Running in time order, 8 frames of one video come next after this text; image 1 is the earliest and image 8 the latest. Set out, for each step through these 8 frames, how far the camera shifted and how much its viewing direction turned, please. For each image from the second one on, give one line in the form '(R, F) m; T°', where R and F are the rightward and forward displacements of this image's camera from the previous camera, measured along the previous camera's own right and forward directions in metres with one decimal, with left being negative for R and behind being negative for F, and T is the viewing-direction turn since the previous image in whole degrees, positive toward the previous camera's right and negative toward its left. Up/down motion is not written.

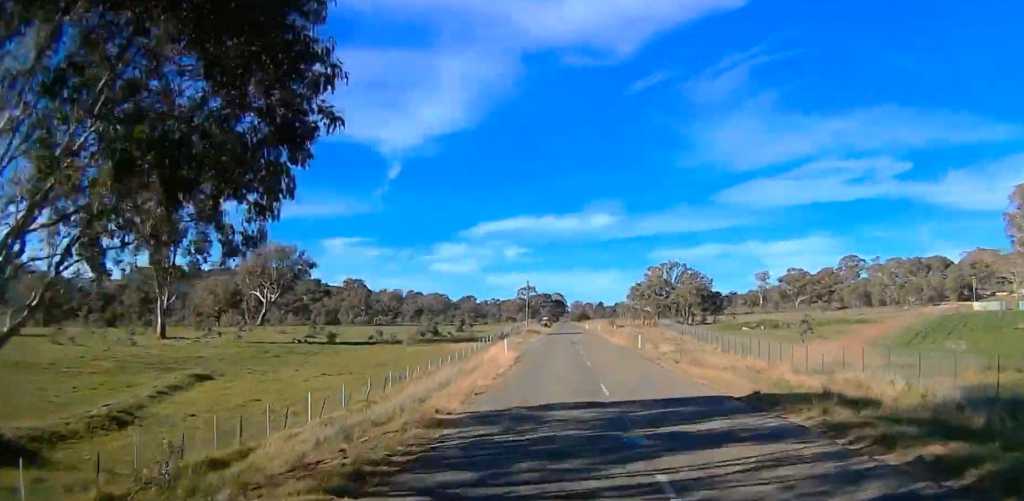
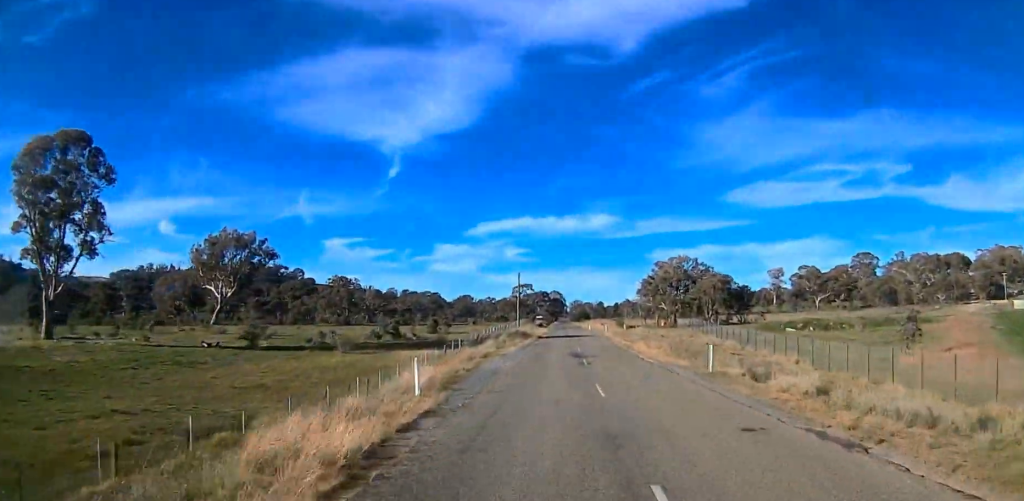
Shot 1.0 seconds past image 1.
(0.0, +25.3) m; 0°
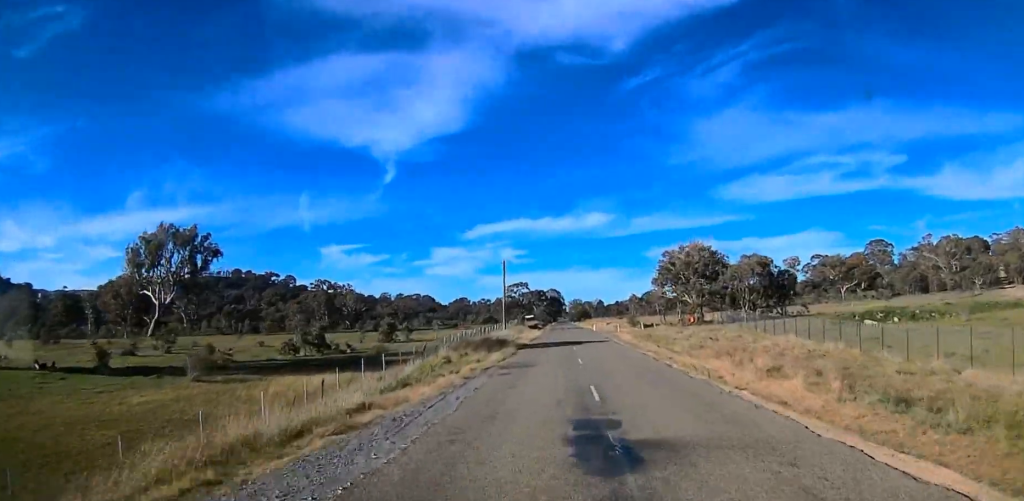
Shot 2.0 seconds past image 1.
(-0.1, +25.5) m; 0°
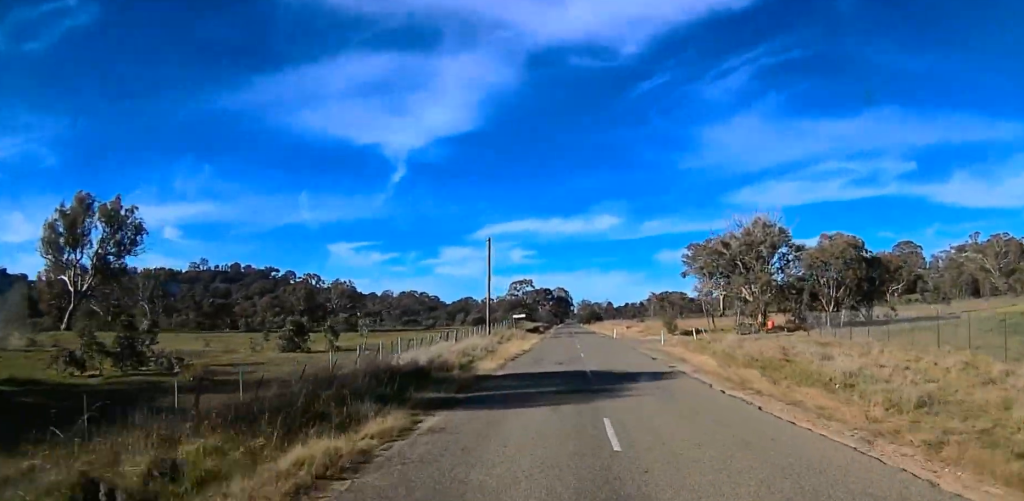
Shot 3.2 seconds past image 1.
(0.0, +28.7) m; 0°
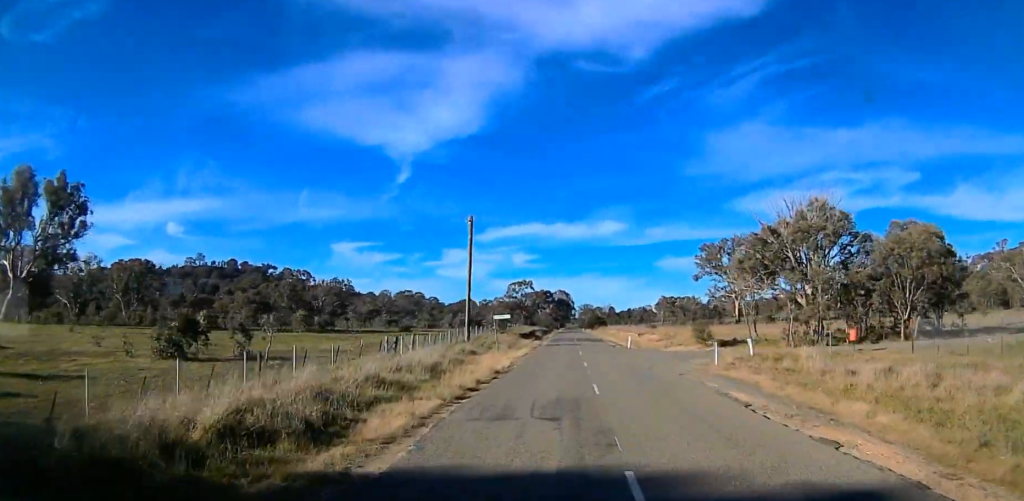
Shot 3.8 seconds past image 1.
(+0.1, +15.7) m; 0°
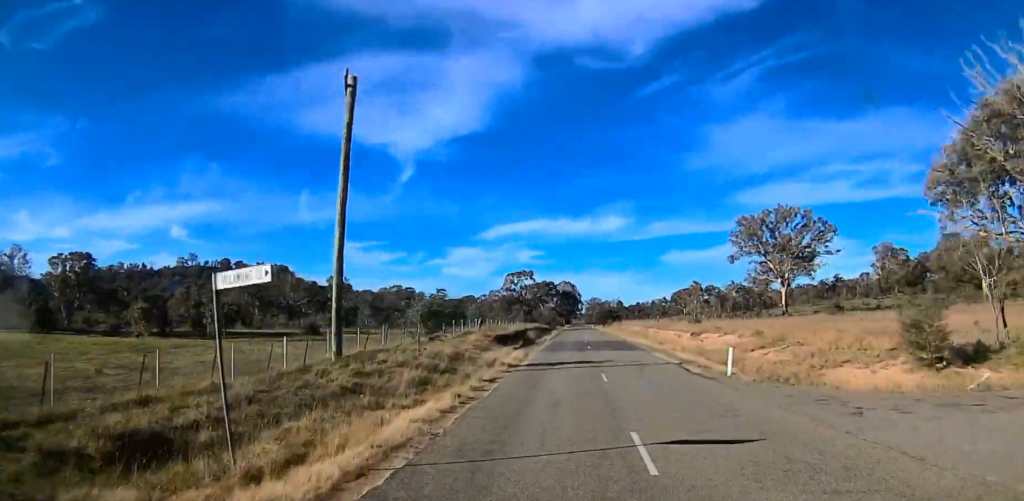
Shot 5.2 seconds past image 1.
(-0.1, +33.6) m; 0°
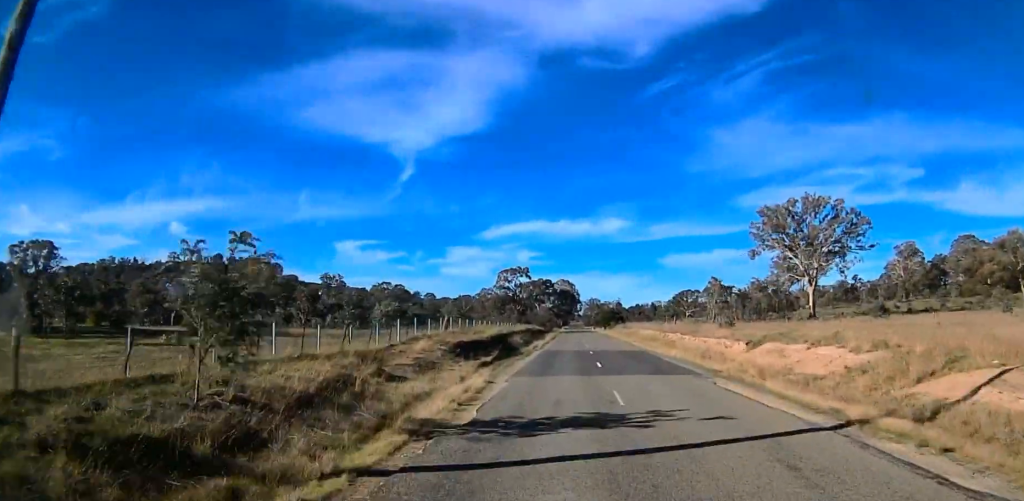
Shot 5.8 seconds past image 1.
(0.0, +17.0) m; 0°
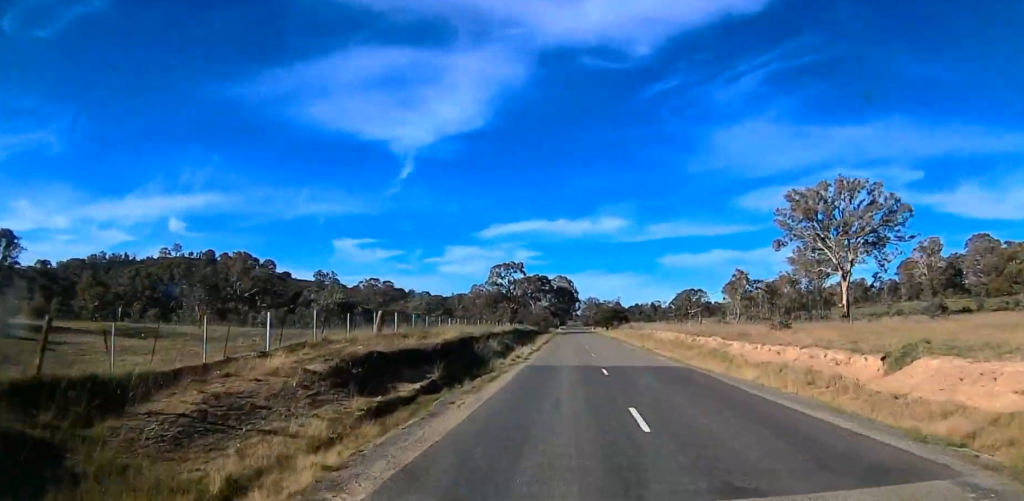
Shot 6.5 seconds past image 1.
(0.0, +16.2) m; 0°
